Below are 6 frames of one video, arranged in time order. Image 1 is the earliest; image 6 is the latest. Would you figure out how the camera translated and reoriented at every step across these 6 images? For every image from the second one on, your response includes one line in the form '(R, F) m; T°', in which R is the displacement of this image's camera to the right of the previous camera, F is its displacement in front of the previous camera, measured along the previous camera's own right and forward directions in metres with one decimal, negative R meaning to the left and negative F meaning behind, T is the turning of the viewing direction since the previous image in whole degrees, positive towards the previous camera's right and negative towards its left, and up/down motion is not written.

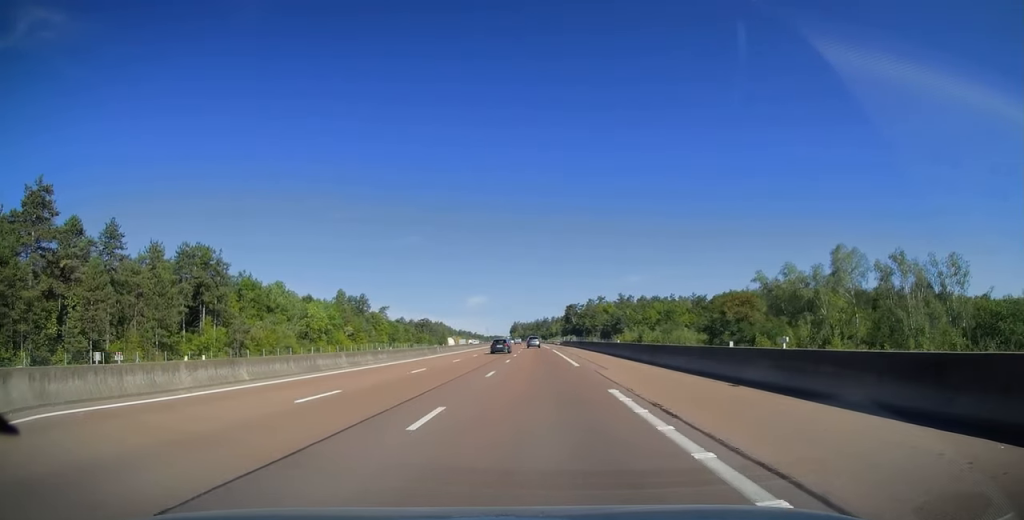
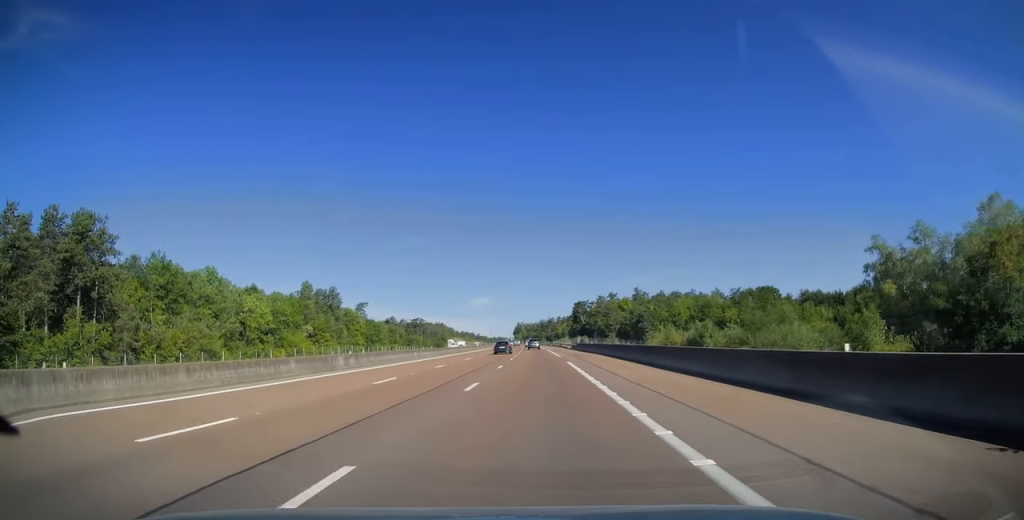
(-0.2, +31.8) m; -1°
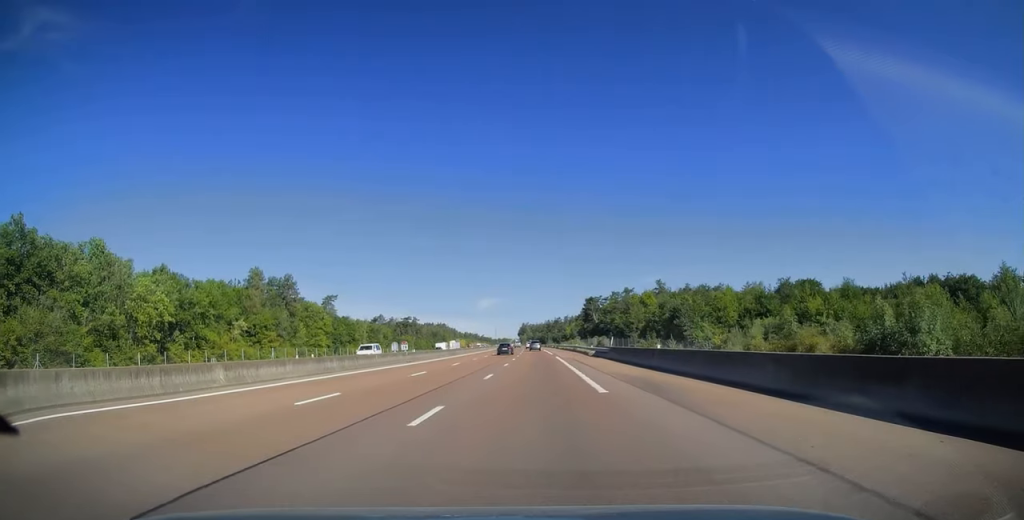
(-0.2, +32.9) m; -1°
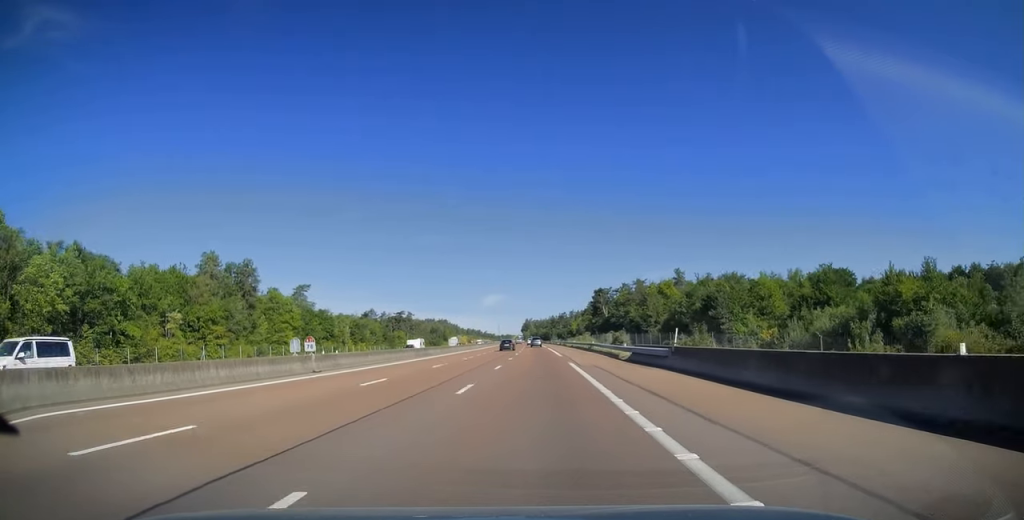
(0.0, +20.7) m; 0°
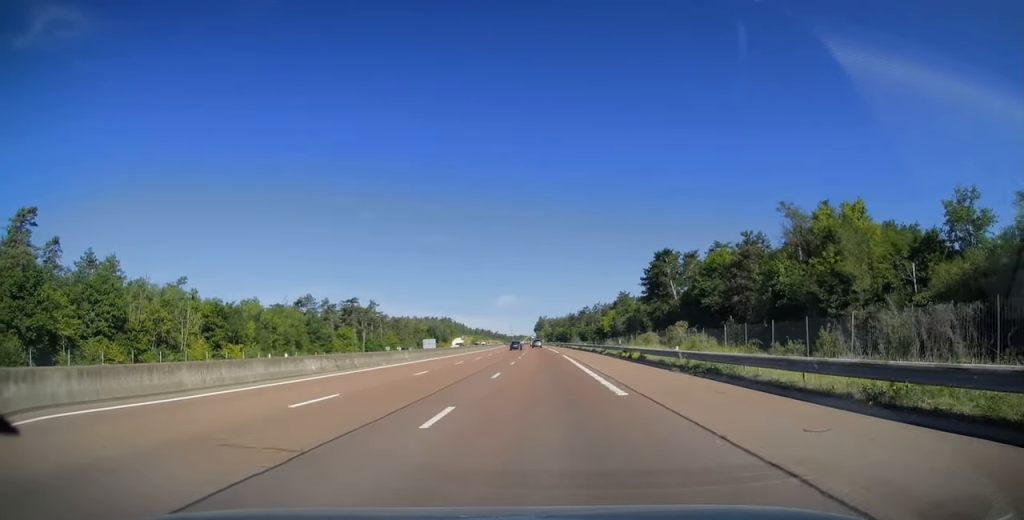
(-1.4, +84.5) m; -2°
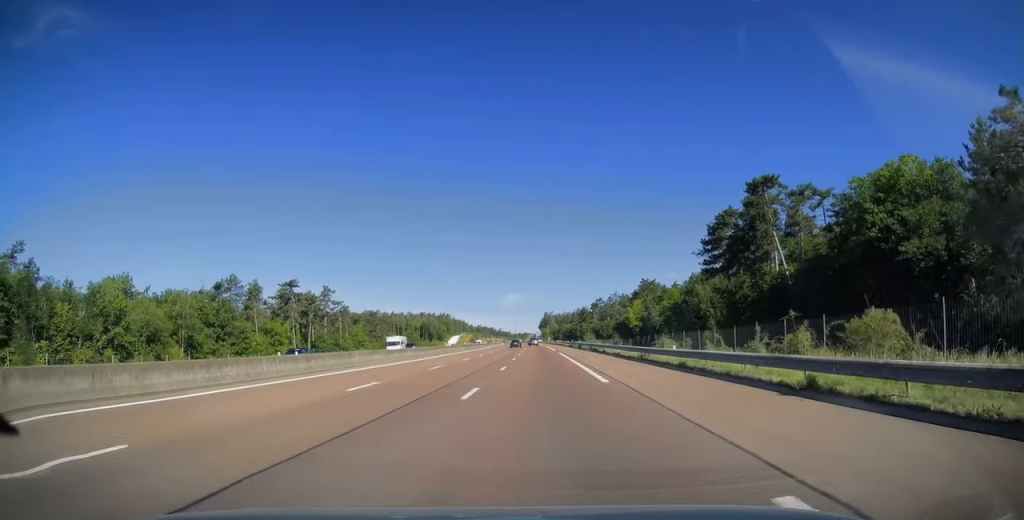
(0.0, +48.0) m; 0°
